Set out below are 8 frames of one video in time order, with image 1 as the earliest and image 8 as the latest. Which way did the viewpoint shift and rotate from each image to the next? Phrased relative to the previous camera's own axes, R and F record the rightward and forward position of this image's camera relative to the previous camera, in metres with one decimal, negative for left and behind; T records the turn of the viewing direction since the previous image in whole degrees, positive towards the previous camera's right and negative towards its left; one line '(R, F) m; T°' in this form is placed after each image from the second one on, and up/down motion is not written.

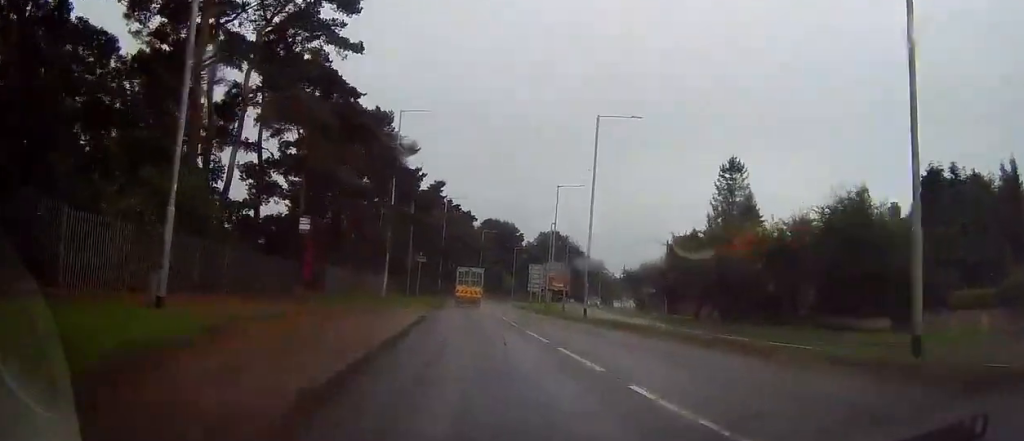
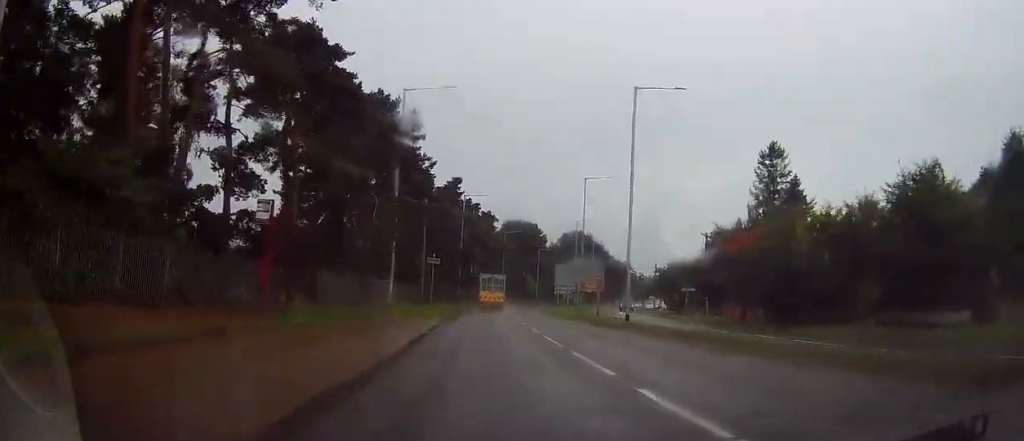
(-0.3, +5.9) m; -1°
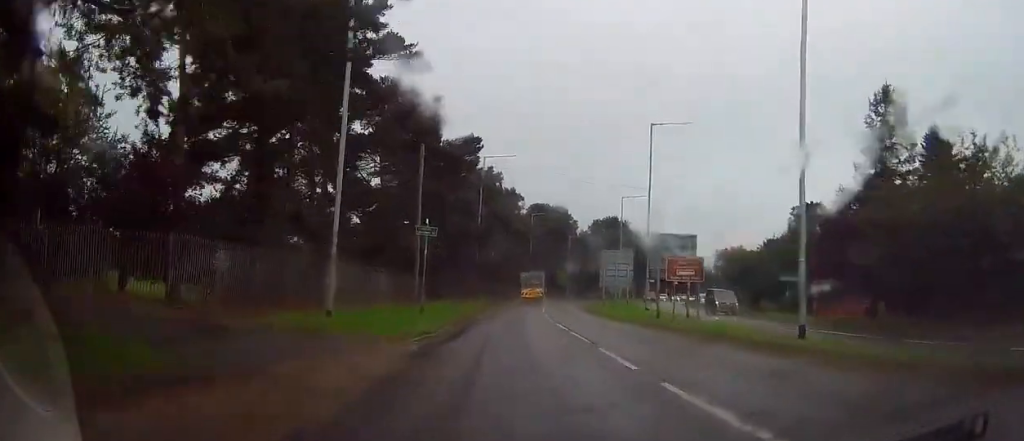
(-0.3, +17.0) m; -3°
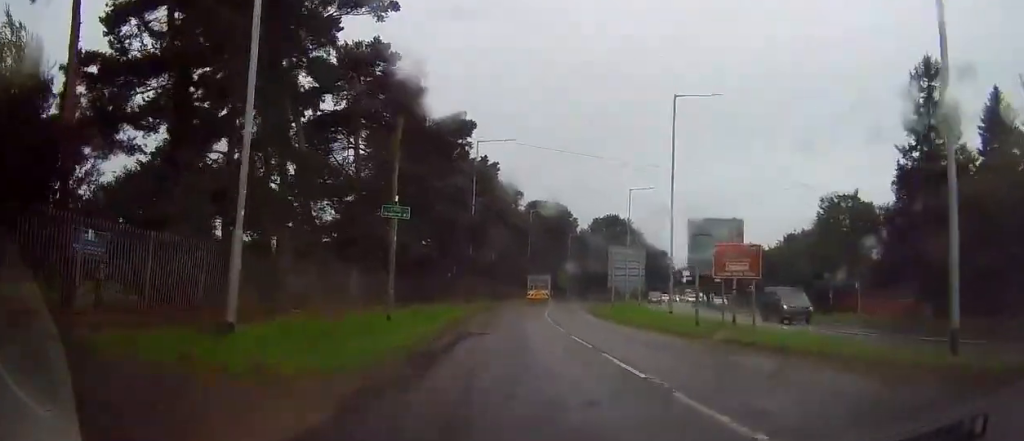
(-0.2, +6.7) m; -1°
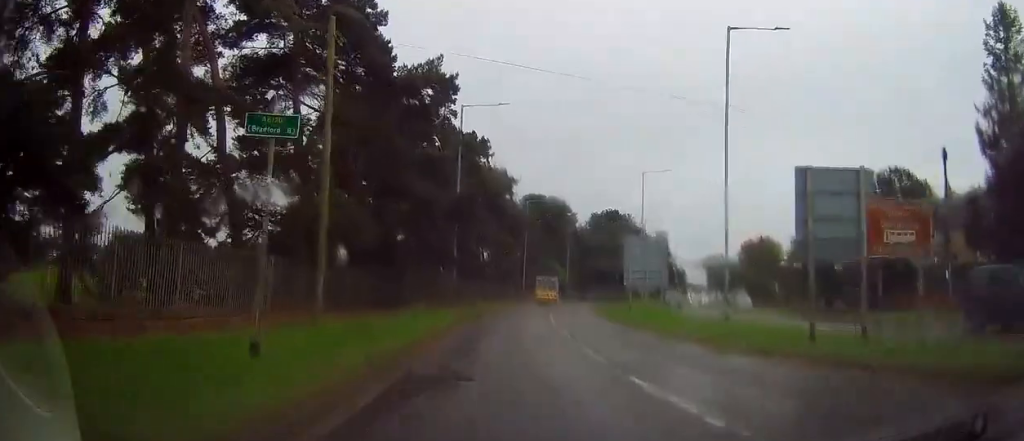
(-0.1, +9.7) m; 0°
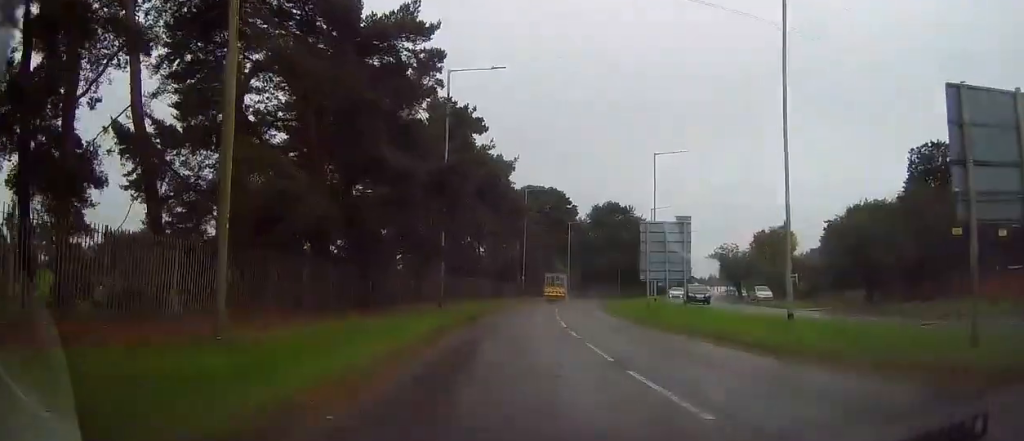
(0.0, +6.1) m; +1°
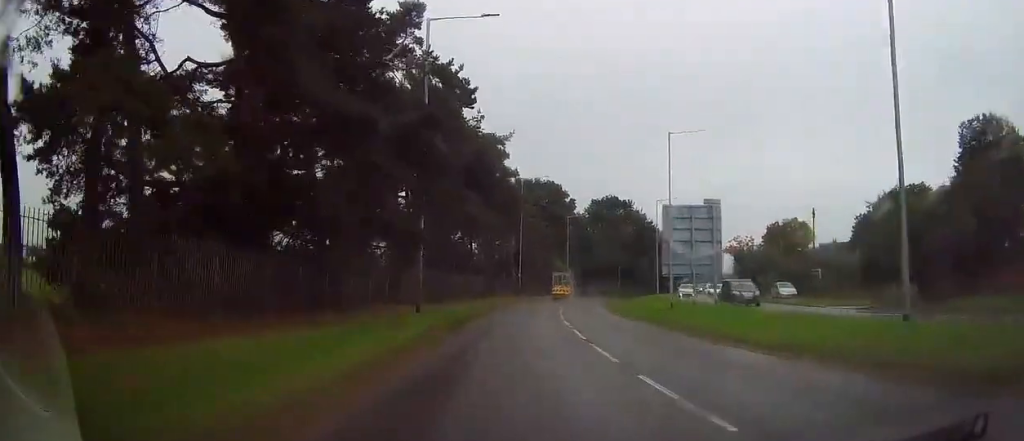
(+0.1, +6.6) m; +1°
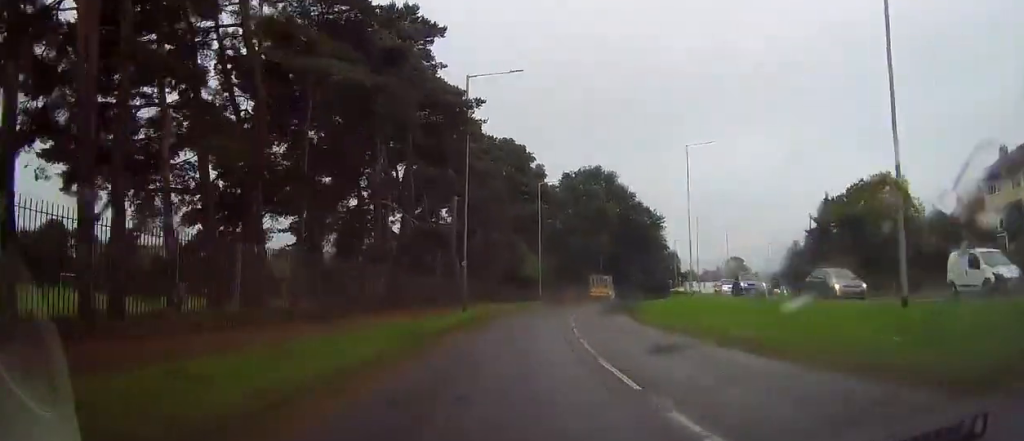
(+0.7, +32.4) m; +1°
